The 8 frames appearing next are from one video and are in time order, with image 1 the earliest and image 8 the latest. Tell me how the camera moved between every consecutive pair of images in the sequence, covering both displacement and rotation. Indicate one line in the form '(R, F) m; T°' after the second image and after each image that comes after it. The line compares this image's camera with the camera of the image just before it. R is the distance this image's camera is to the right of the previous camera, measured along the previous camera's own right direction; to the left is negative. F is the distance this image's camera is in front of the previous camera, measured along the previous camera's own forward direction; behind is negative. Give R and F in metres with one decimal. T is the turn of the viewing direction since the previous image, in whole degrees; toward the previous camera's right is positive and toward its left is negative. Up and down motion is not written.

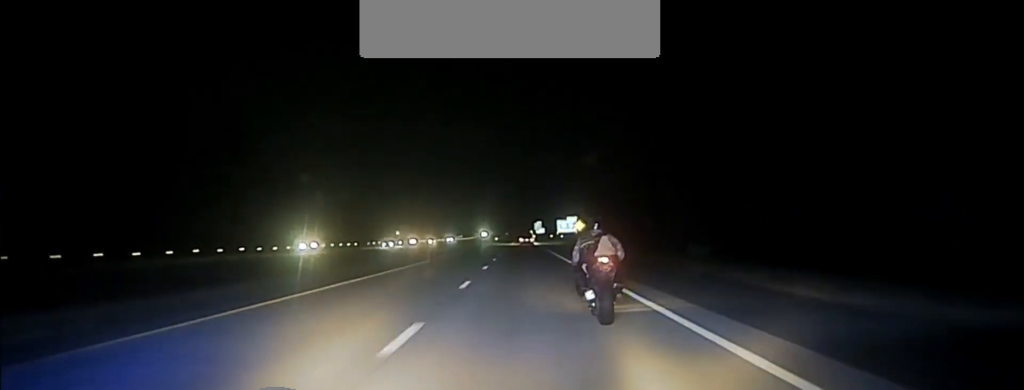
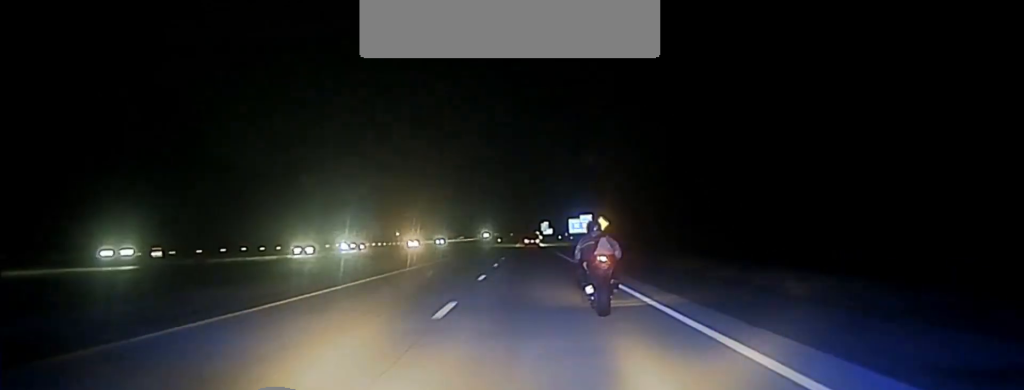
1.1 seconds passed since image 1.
(-0.5, +31.5) m; 0°
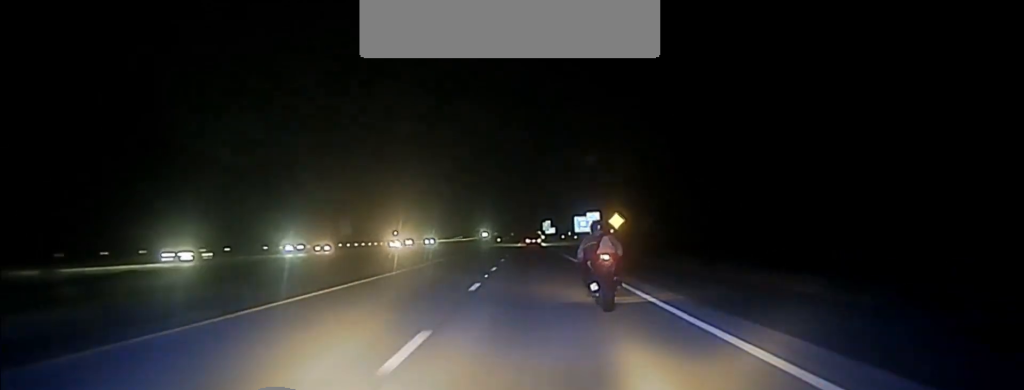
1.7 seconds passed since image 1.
(+0.3, +17.7) m; +1°
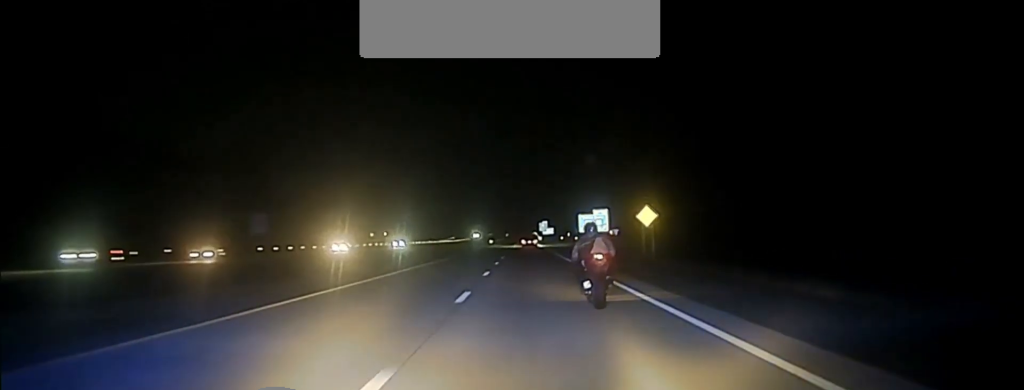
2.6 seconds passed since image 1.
(+0.1, +28.8) m; 0°
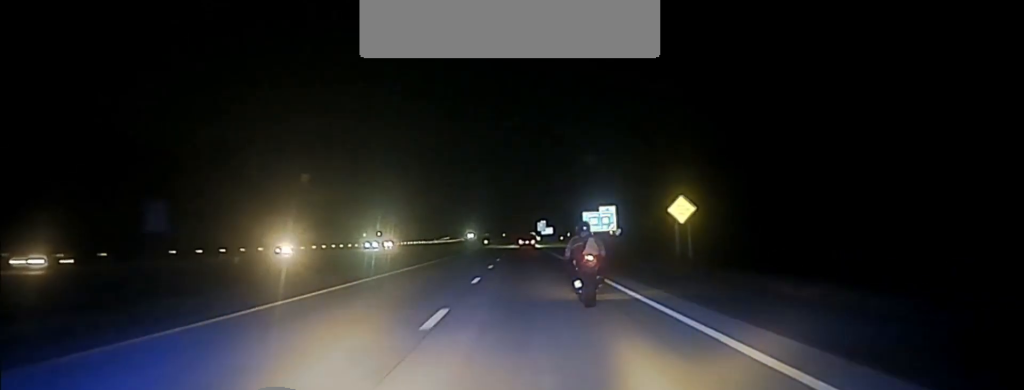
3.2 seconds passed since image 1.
(0.0, +17.0) m; 0°
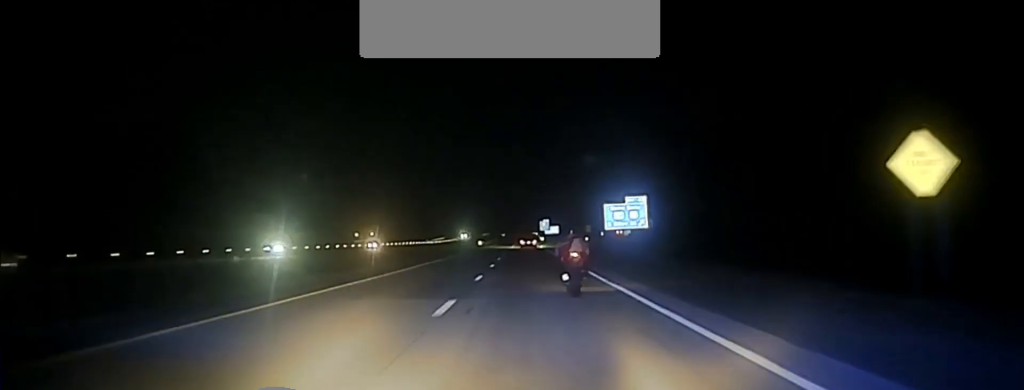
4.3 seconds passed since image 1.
(0.0, +34.7) m; 0°
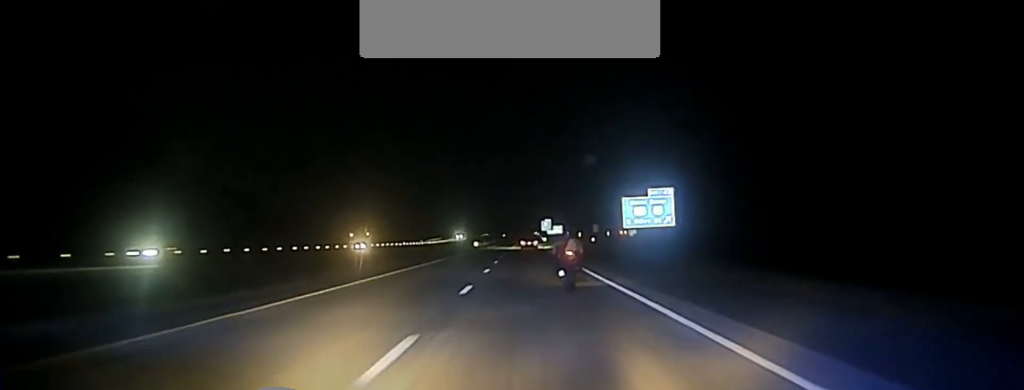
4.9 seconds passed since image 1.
(0.0, +18.8) m; 0°
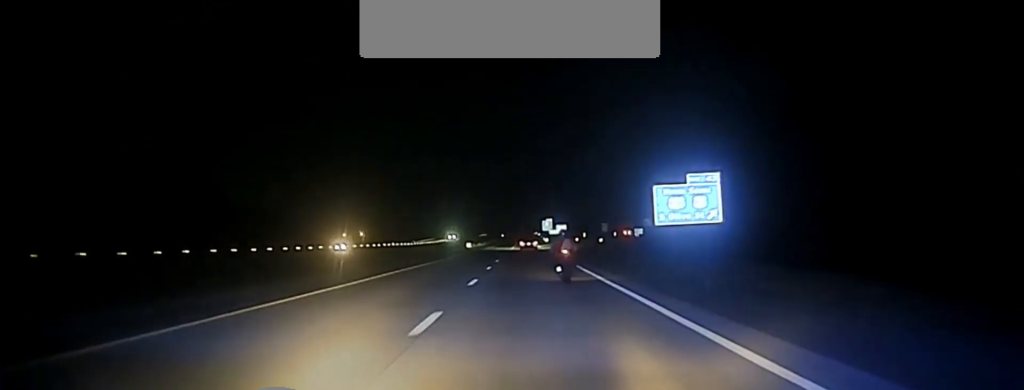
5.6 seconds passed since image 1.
(0.0, +20.2) m; 0°
